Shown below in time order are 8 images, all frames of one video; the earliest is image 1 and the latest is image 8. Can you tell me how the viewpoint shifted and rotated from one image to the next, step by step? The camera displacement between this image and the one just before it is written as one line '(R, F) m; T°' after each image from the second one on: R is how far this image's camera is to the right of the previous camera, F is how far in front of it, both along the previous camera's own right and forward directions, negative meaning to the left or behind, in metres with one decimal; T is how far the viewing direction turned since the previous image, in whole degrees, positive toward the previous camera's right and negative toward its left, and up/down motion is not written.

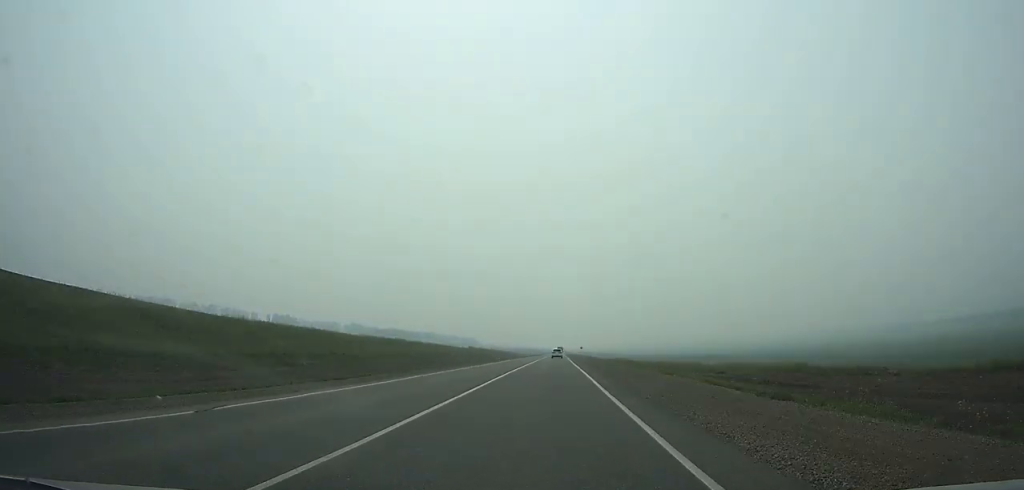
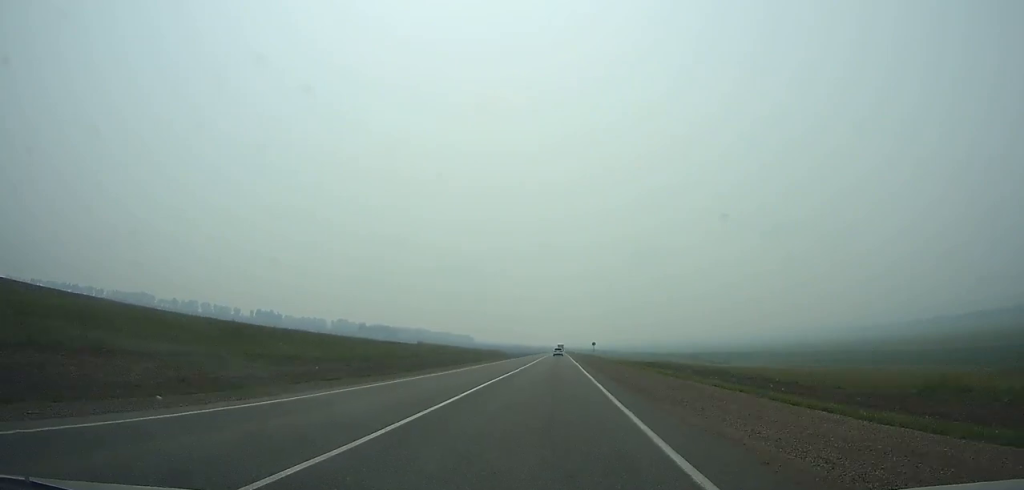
(0.0, +62.2) m; 0°
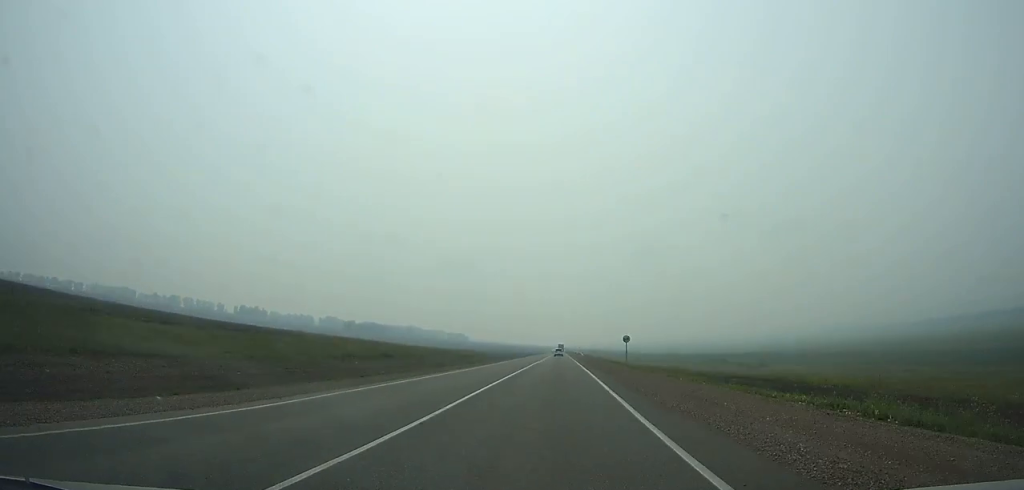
(0.0, +53.6) m; 0°
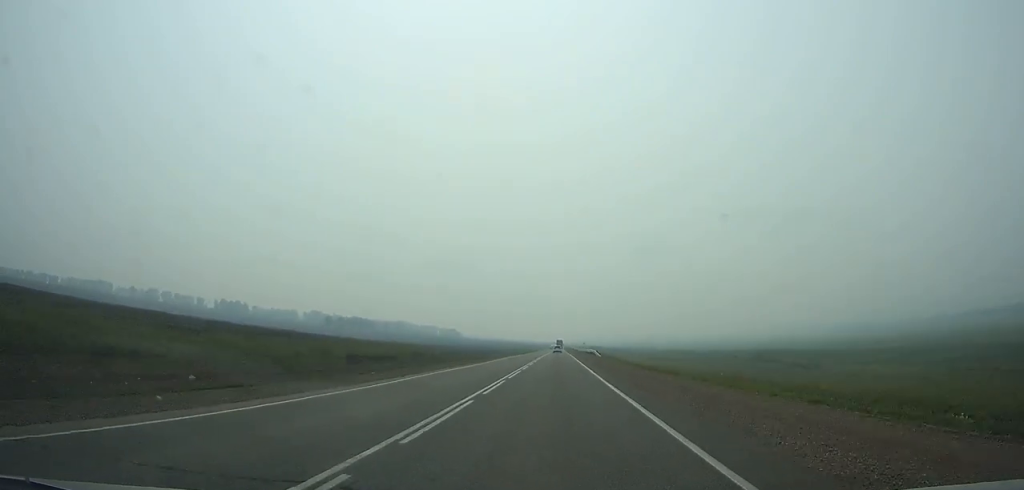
(0.0, +54.2) m; 0°
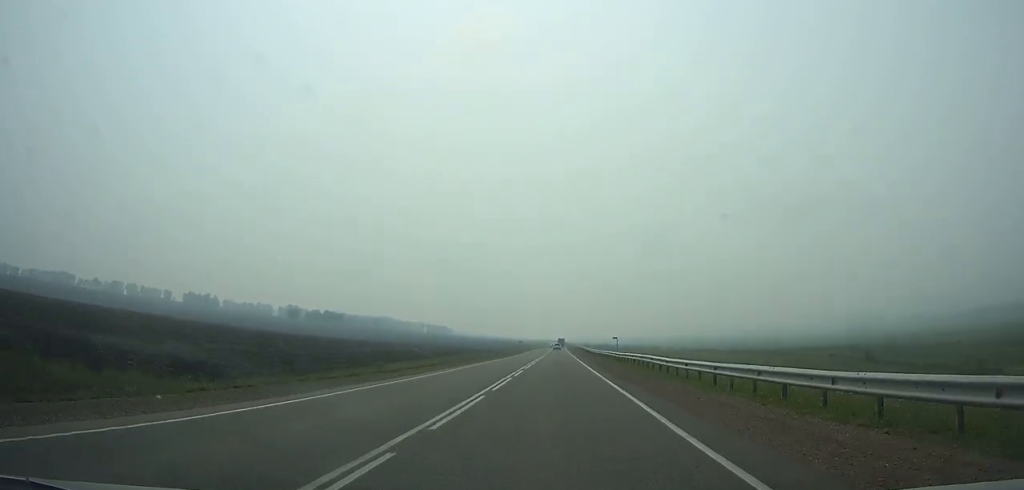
(+0.2, +85.4) m; 0°
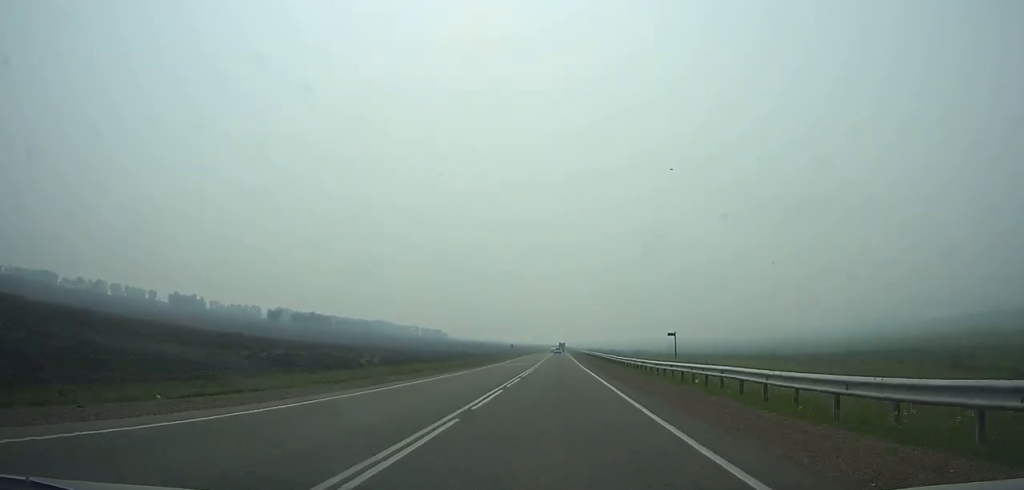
(0.0, +36.9) m; 0°
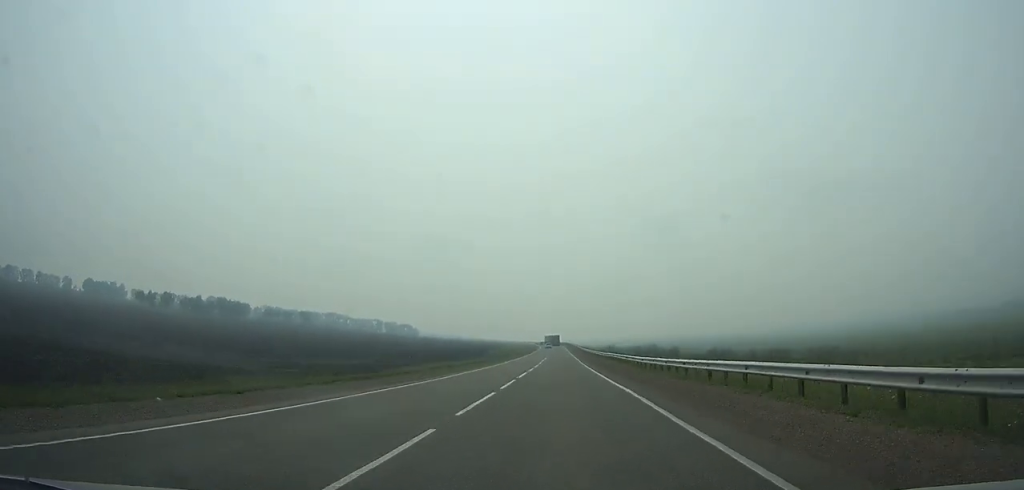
(+0.7, +159.1) m; 0°
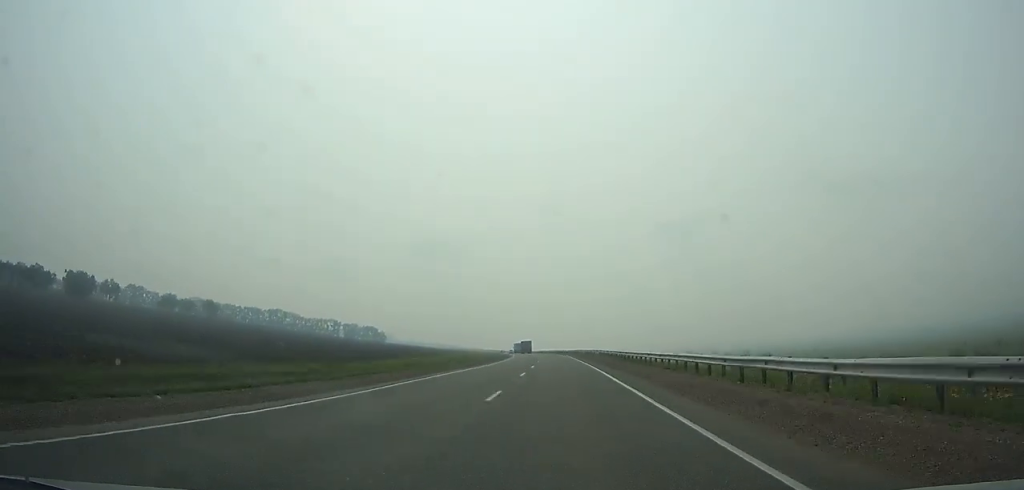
(-0.8, +150.0) m; -2°
